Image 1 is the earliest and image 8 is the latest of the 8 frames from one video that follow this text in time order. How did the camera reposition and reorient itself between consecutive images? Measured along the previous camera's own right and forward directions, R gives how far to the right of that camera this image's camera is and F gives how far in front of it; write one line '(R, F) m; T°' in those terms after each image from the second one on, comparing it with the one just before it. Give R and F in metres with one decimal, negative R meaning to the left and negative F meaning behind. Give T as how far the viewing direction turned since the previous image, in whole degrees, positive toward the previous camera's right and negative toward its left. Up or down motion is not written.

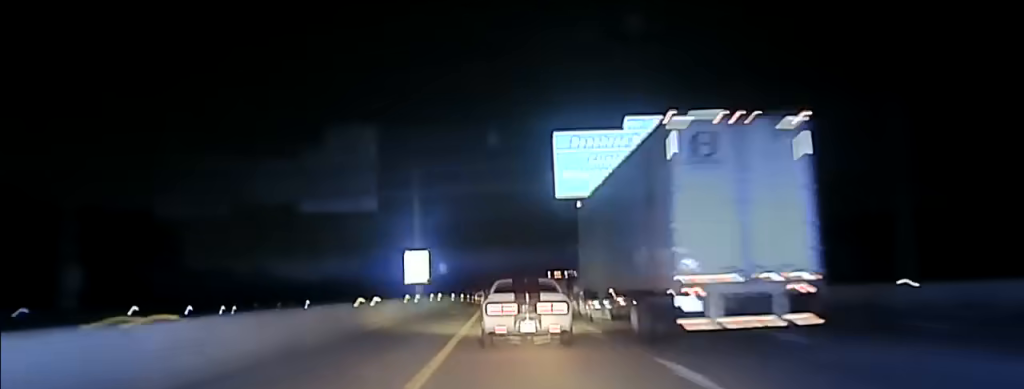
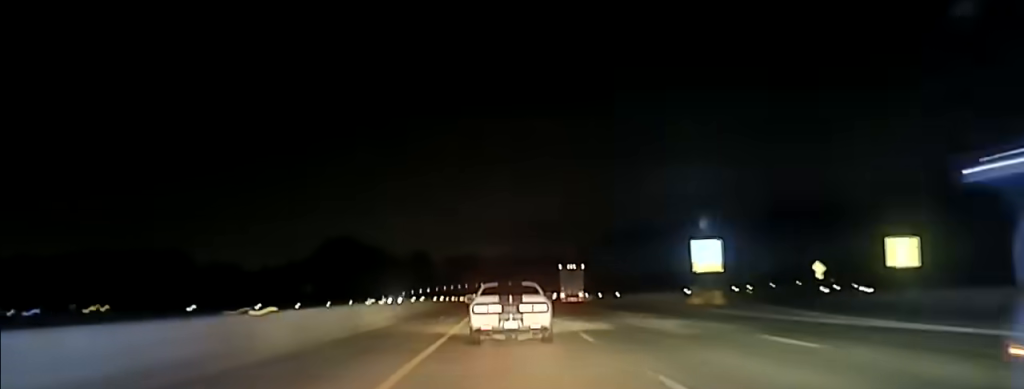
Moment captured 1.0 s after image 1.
(0.0, +61.3) m; 0°
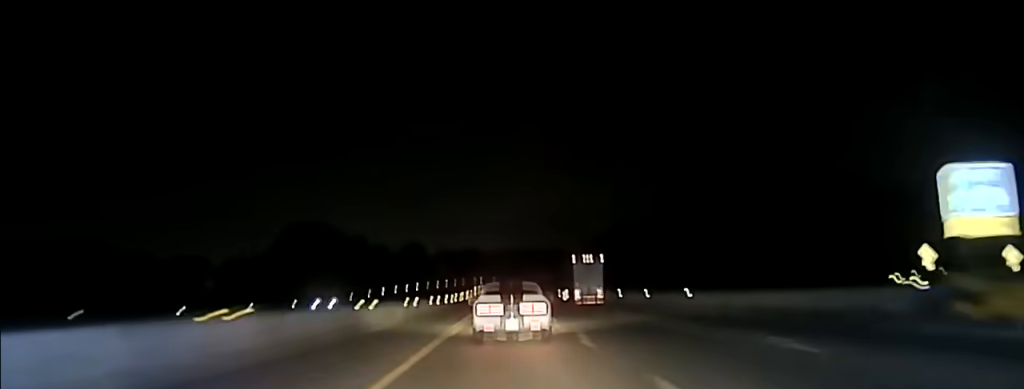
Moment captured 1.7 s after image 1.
(+0.1, +37.8) m; 0°
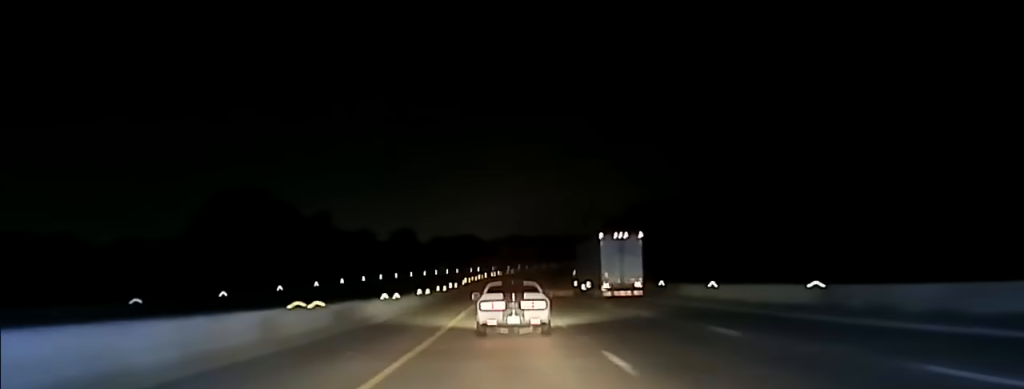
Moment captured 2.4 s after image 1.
(-0.1, +44.1) m; 0°
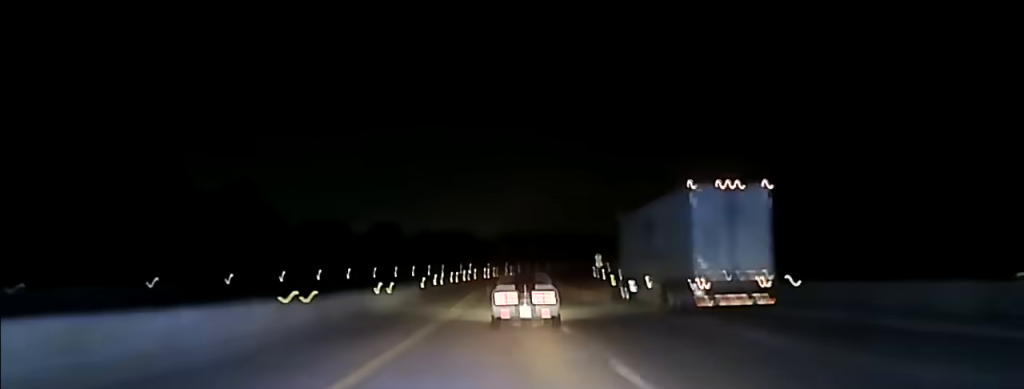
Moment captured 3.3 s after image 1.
(-0.2, +50.7) m; 0°
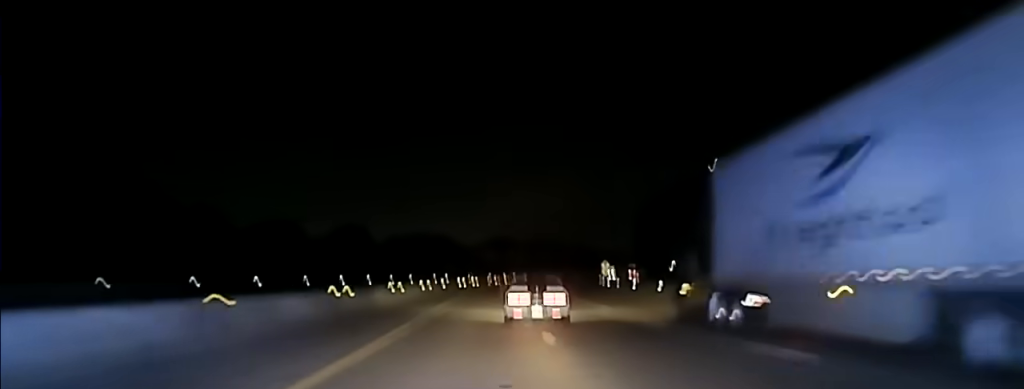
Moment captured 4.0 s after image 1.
(+0.4, +41.1) m; +1°
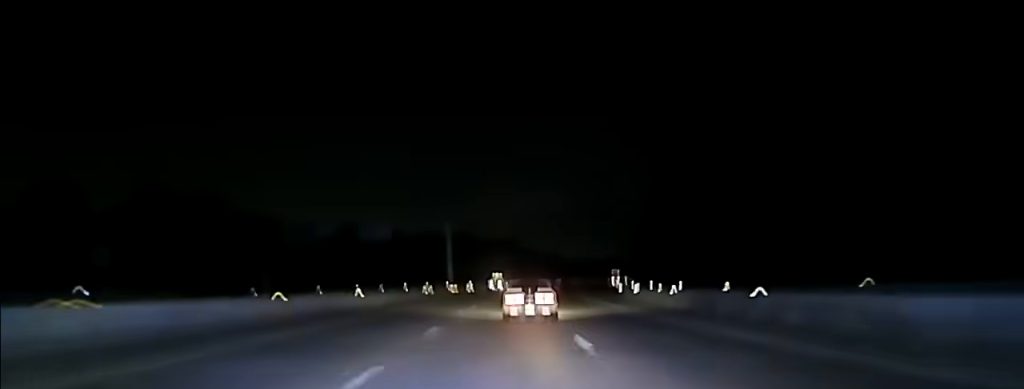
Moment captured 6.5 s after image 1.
(+8.3, +155.7) m; +7°
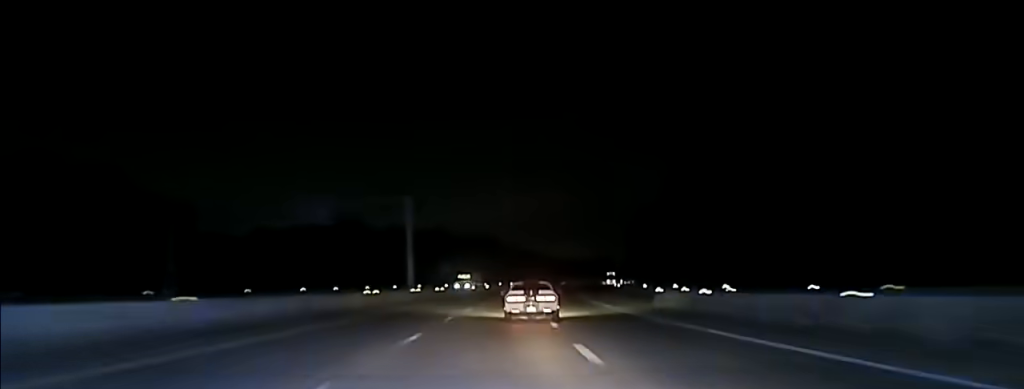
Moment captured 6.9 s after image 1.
(+0.2, +27.3) m; +1°
